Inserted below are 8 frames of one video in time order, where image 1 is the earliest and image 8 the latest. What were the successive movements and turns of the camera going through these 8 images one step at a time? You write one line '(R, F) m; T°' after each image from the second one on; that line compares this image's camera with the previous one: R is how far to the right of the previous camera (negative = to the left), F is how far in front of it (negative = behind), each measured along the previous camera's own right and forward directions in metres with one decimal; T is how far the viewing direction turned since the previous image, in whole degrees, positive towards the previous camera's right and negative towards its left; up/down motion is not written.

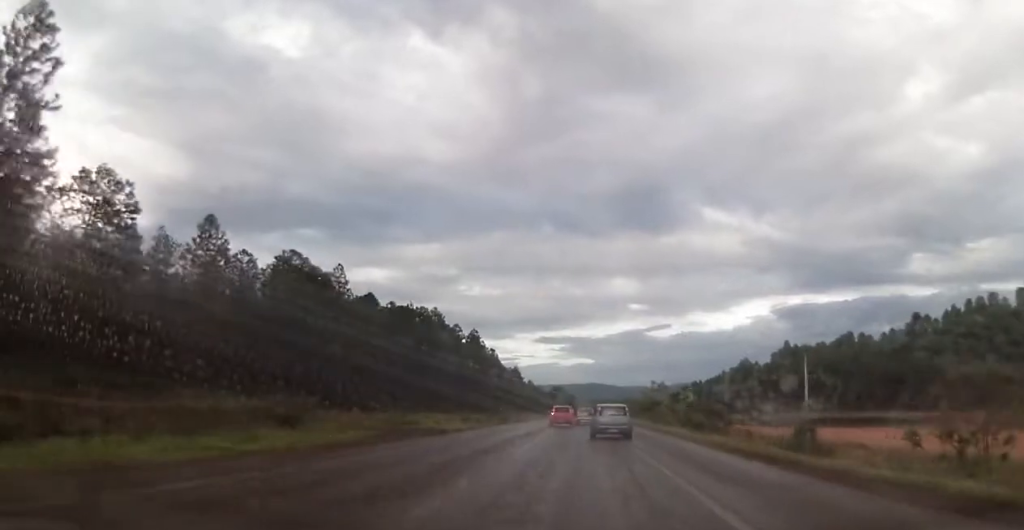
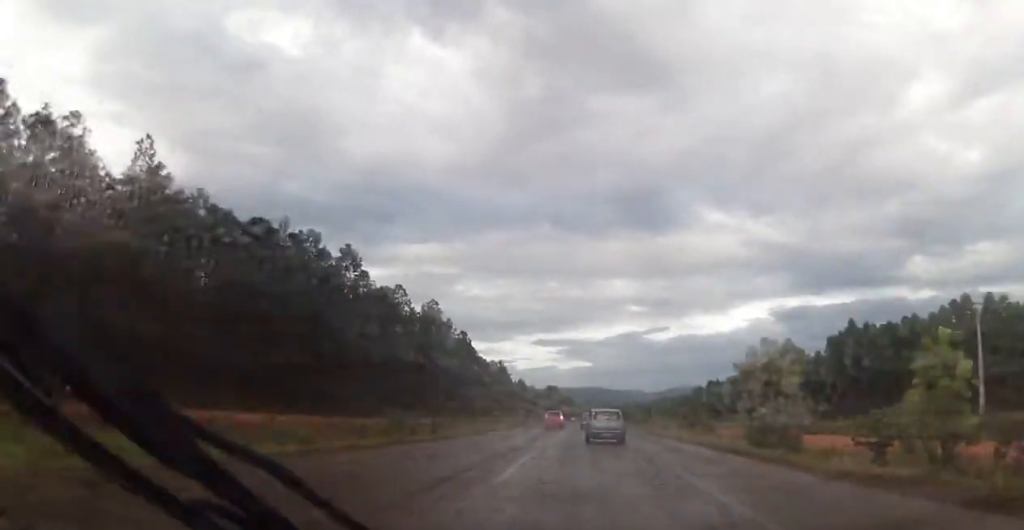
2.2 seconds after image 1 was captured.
(0.0, +44.0) m; 0°
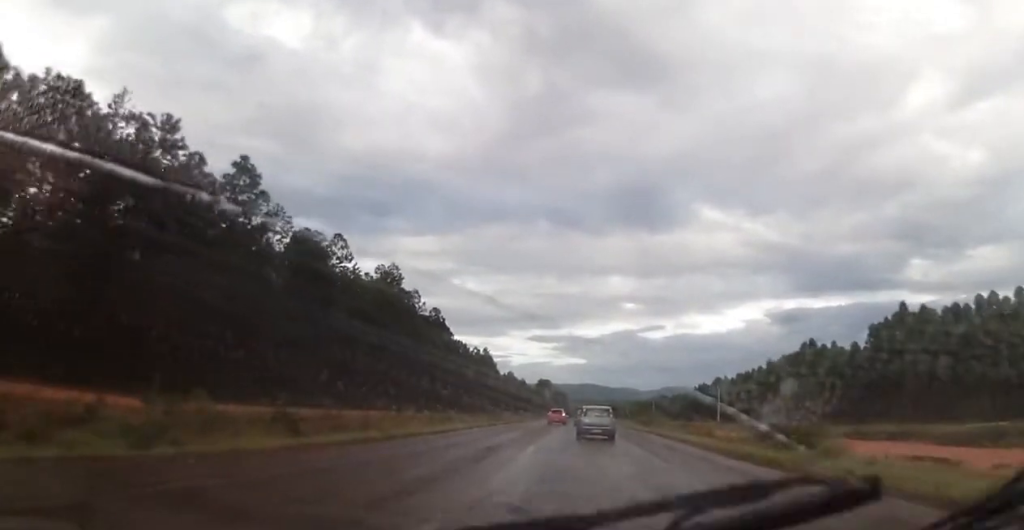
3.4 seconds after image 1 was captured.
(0.0, +23.9) m; 0°
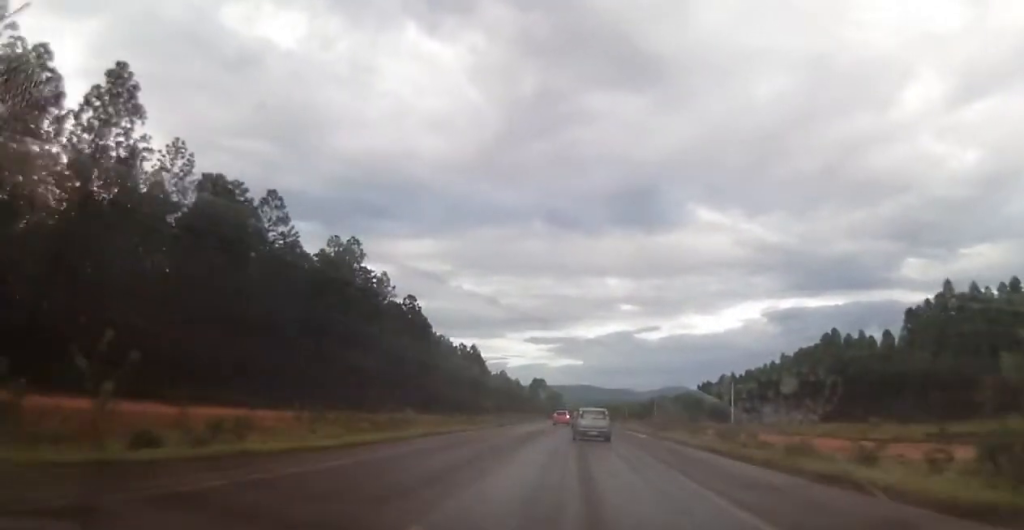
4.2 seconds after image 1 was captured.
(0.0, +15.9) m; 0°
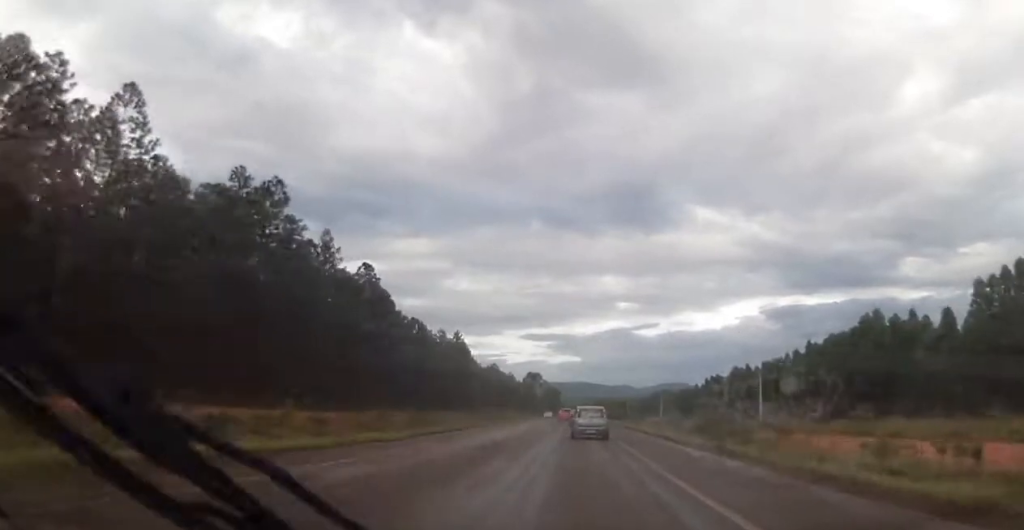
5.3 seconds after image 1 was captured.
(0.0, +21.1) m; 0°
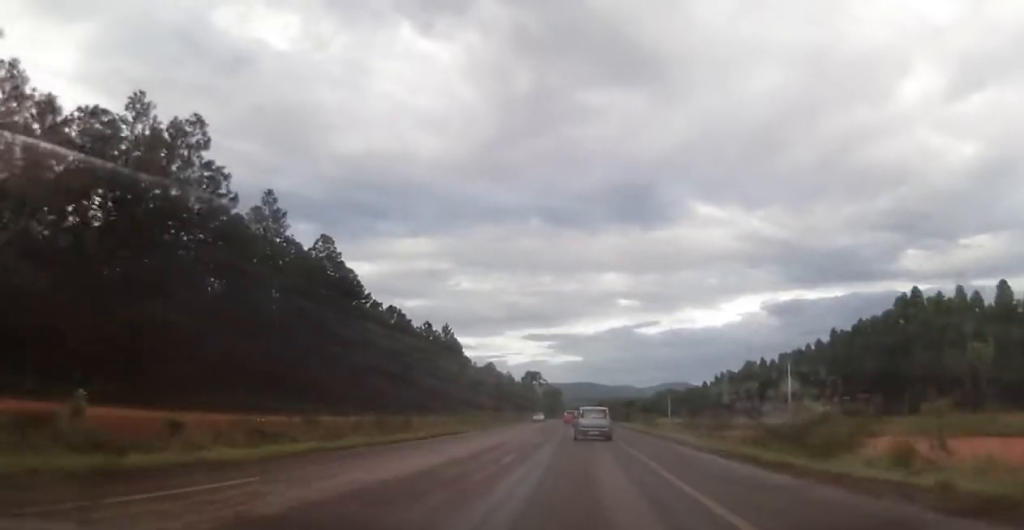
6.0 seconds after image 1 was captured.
(0.0, +13.9) m; 0°
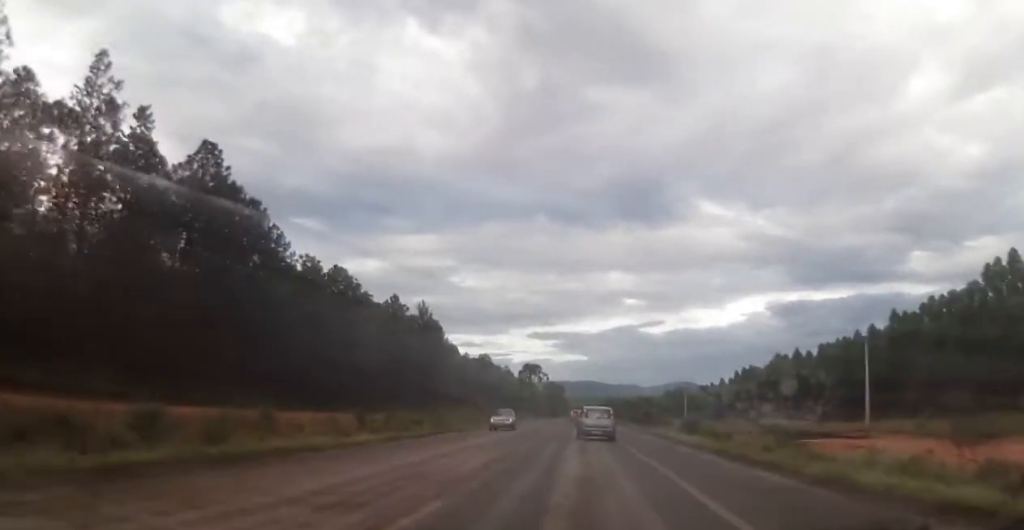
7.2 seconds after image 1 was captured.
(0.0, +25.0) m; 0°
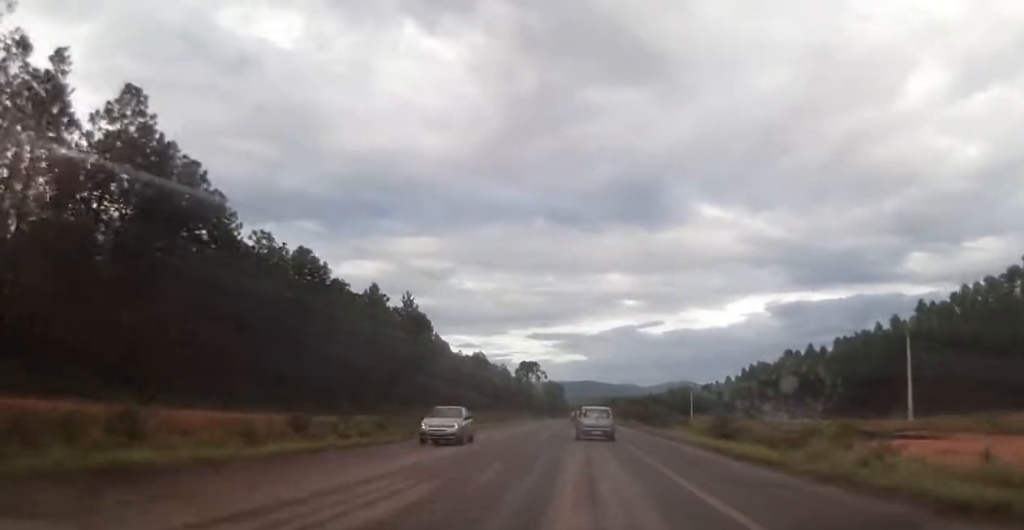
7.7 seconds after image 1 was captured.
(0.0, +9.6) m; 0°
